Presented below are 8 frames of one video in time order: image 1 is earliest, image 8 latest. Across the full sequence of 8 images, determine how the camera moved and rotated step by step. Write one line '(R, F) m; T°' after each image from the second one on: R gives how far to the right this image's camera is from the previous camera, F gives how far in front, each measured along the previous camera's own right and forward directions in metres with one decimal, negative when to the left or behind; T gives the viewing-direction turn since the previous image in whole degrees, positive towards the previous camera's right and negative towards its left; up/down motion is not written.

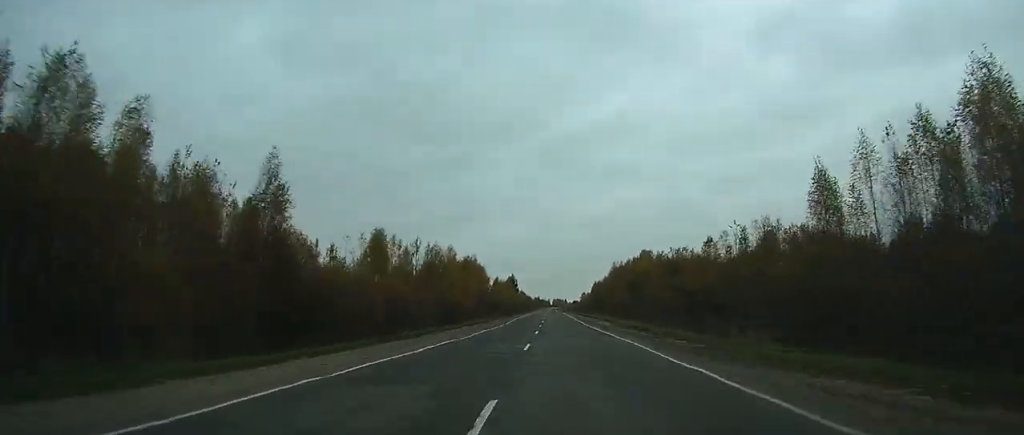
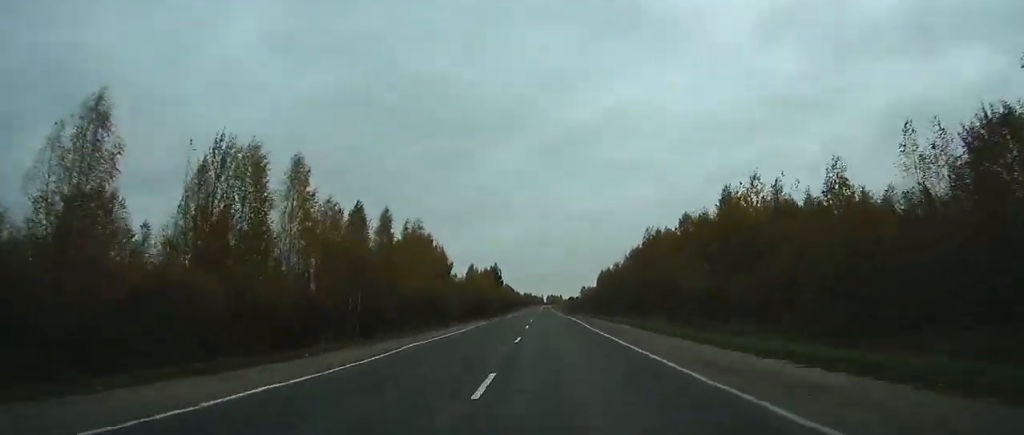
(-0.9, +74.8) m; 0°
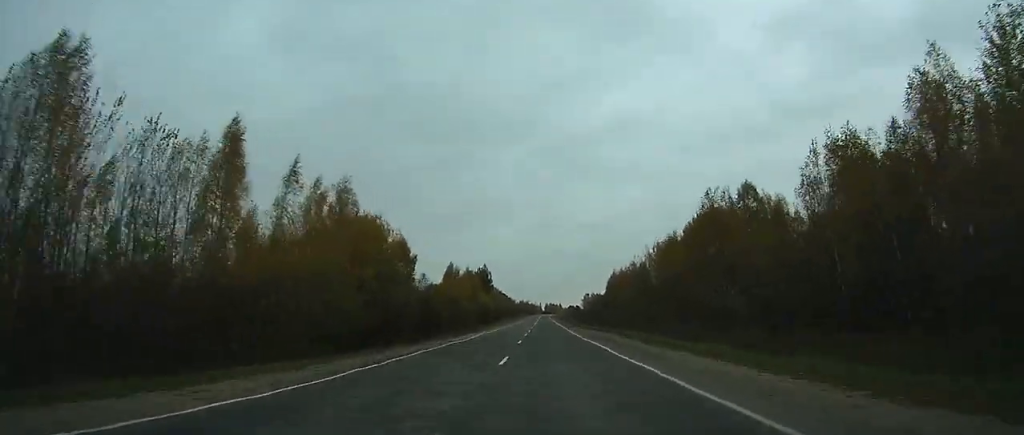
(+0.1, +40.9) m; 0°
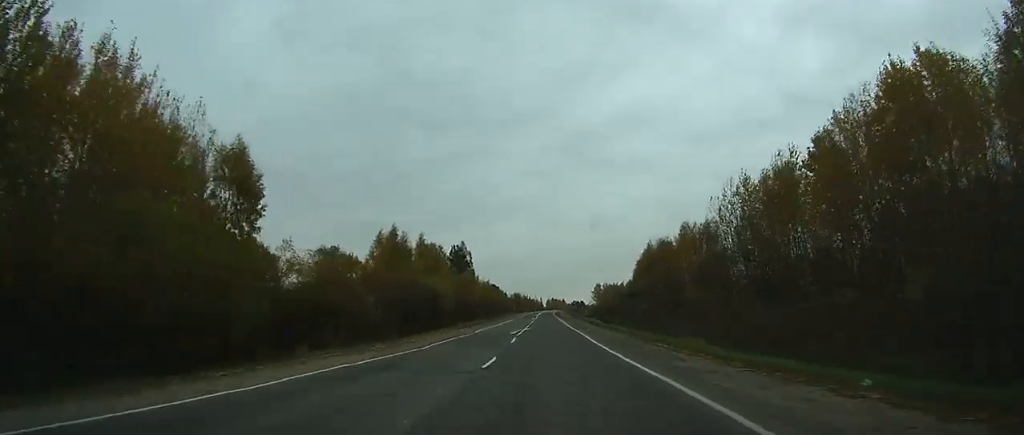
(-0.2, +58.6) m; 0°
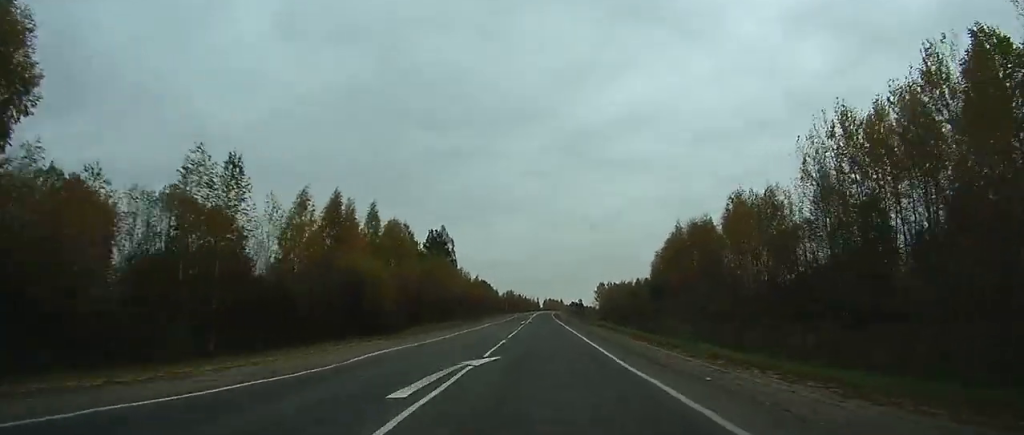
(-0.1, +26.0) m; 0°
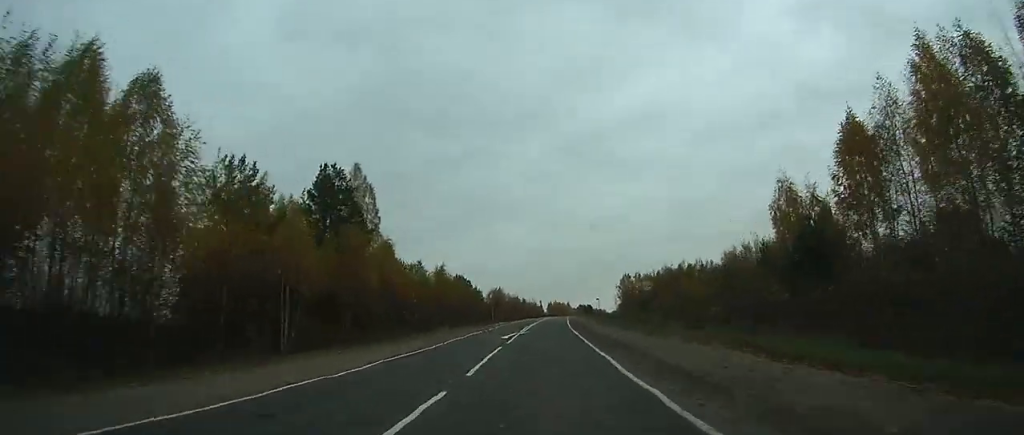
(+0.1, +63.8) m; 0°
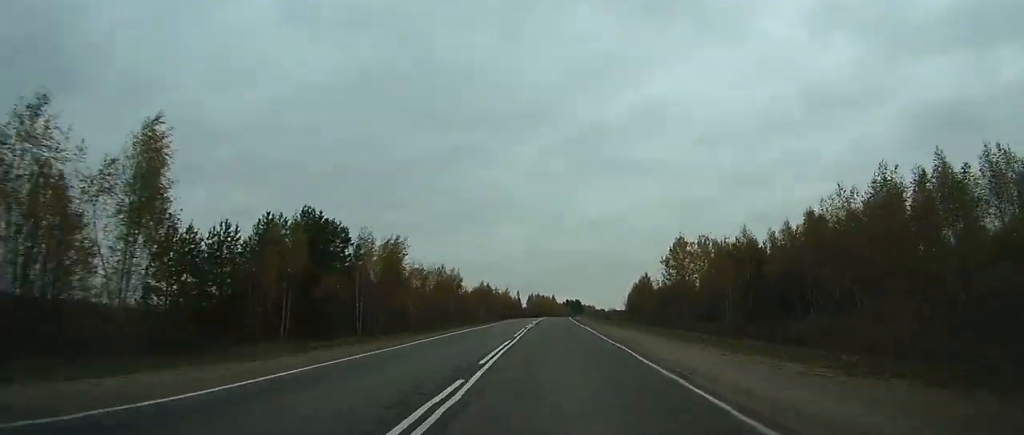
(+1.0, +84.6) m; +2°
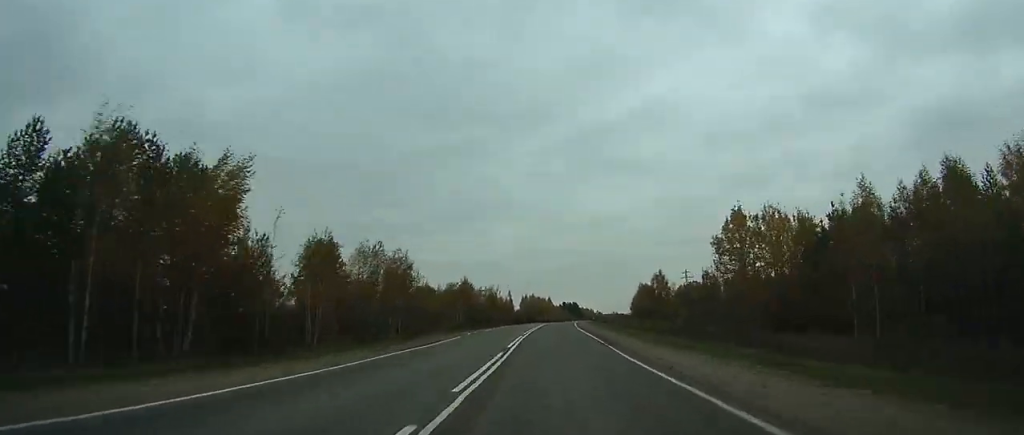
(+0.2, +27.1) m; +1°
